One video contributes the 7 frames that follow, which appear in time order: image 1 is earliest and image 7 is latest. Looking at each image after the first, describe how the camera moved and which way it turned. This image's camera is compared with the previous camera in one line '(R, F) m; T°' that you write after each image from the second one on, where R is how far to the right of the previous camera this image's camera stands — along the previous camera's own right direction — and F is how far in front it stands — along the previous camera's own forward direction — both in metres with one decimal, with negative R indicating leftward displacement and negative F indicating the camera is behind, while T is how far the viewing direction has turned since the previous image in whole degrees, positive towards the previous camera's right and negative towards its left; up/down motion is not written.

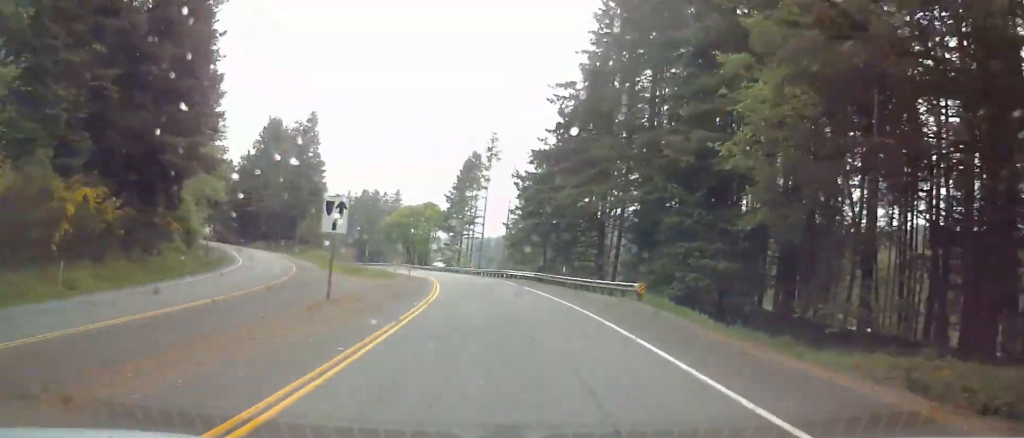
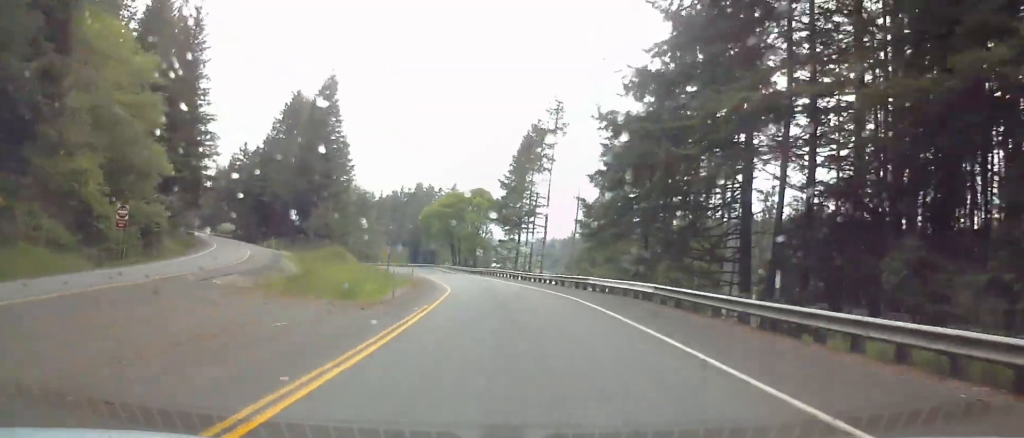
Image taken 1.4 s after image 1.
(-0.7, +26.7) m; -7°
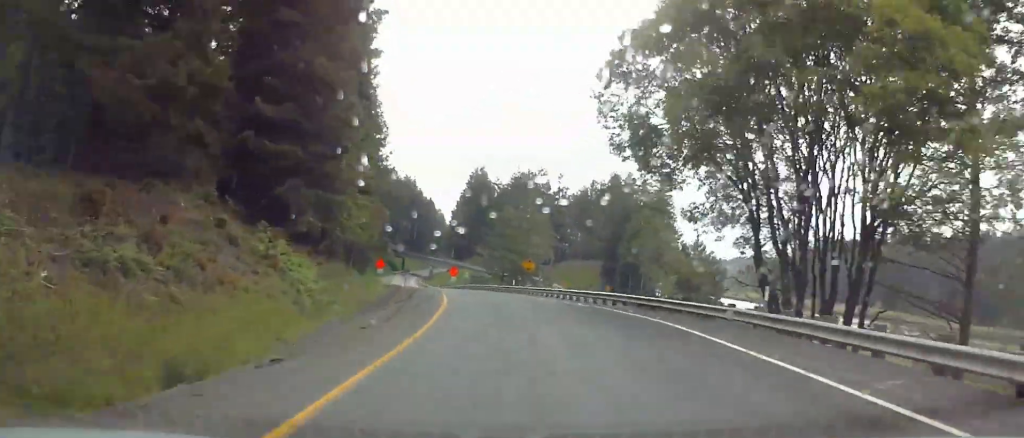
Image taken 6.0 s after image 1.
(-14.0, +87.6) m; -18°
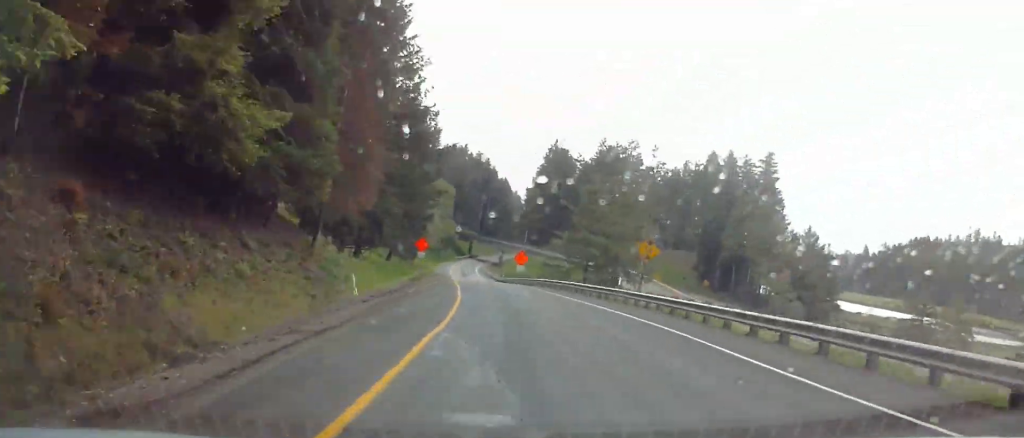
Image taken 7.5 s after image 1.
(-2.2, +29.6) m; -7°
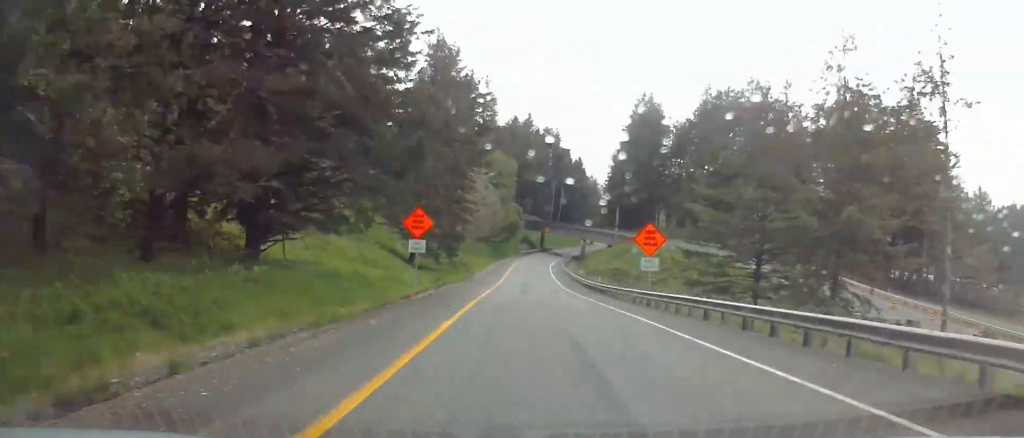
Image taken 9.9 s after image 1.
(-2.7, +46.8) m; -3°
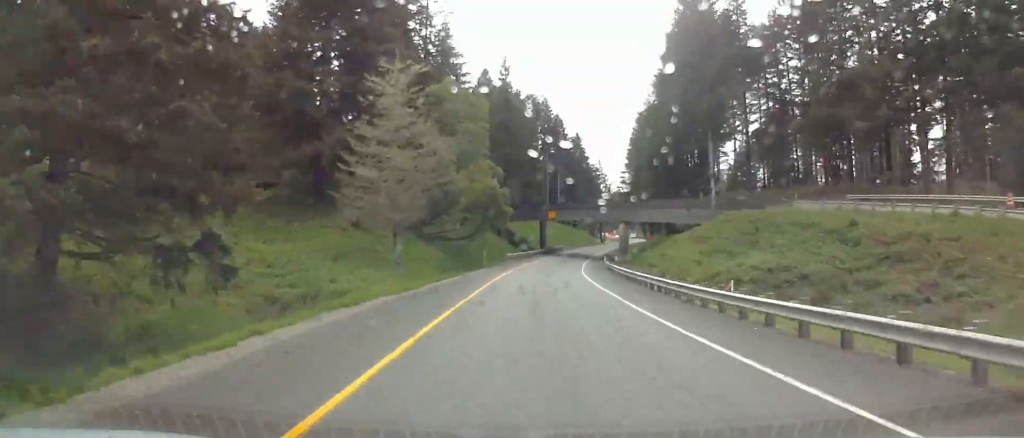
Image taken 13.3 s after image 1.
(-0.2, +65.1) m; -2°
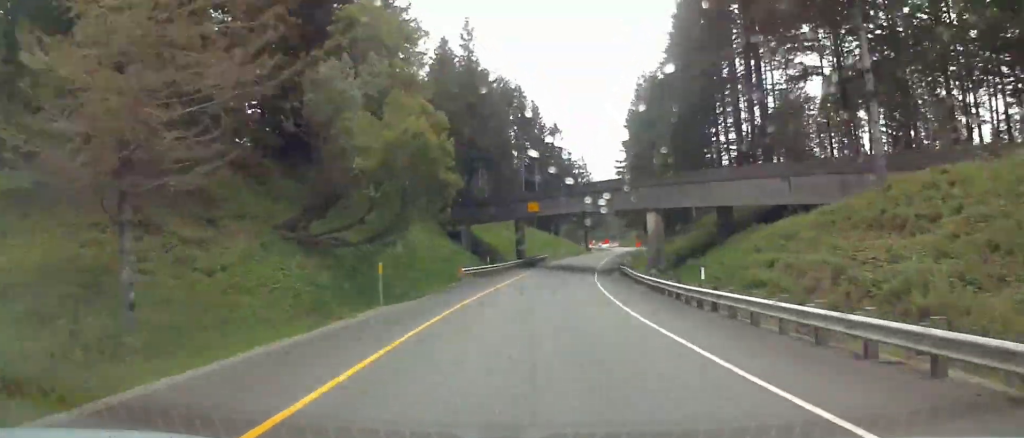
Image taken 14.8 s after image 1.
(-0.8, +29.7) m; +1°
